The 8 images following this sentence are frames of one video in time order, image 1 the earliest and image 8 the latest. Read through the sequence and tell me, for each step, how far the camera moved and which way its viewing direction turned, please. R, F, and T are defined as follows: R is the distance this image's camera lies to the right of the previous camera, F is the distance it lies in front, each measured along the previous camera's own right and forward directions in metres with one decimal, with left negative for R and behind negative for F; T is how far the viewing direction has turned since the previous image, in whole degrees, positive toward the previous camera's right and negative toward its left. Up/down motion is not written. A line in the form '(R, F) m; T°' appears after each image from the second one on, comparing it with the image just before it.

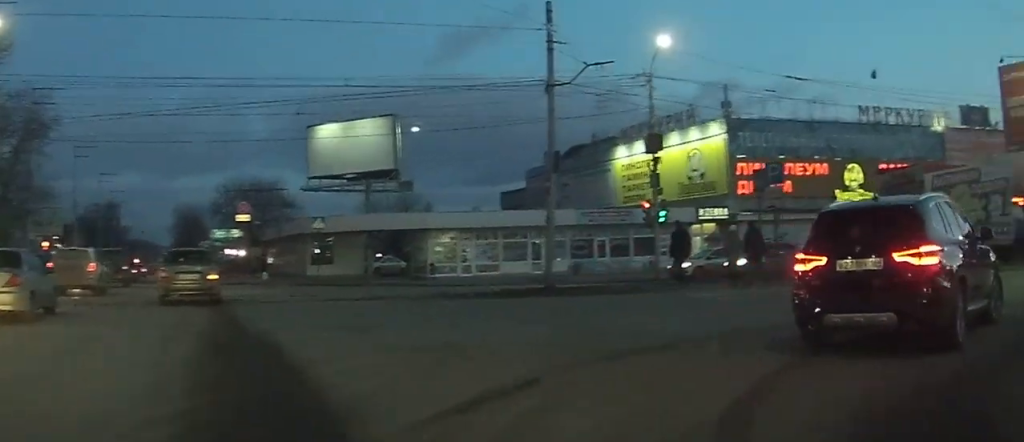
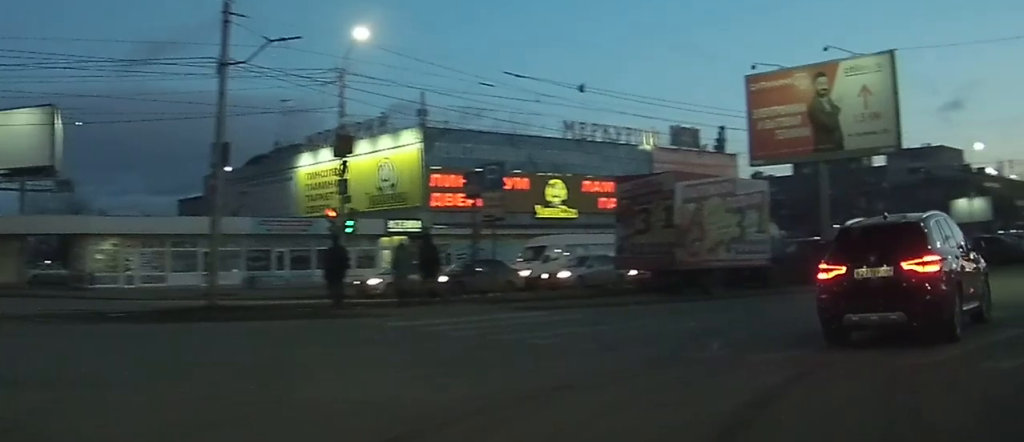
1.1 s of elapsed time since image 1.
(+0.6, +6.0) m; +14°
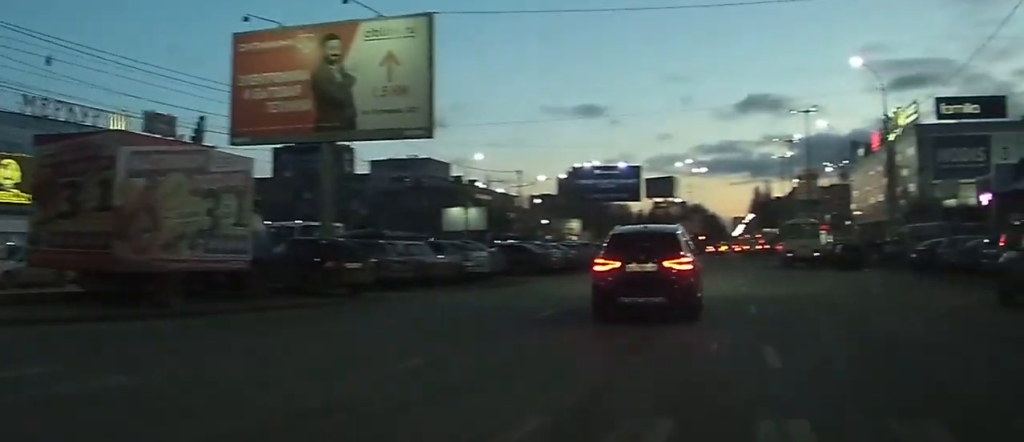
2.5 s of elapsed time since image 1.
(+1.5, +7.9) m; +27°
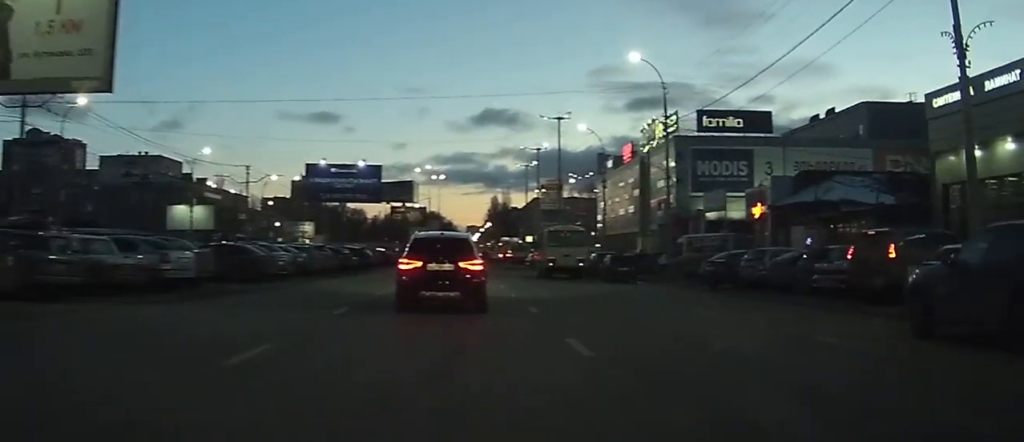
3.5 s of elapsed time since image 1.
(+1.5, +5.8) m; +20°
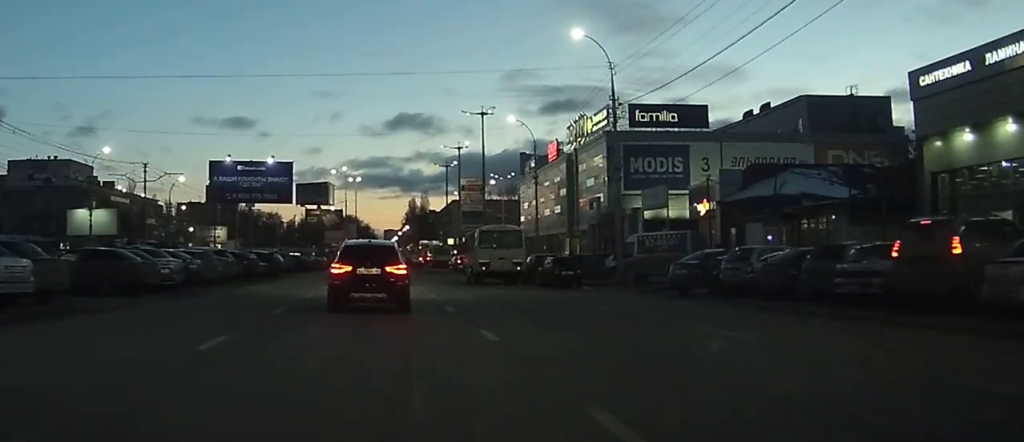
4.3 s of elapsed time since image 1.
(+0.5, +5.3) m; +8°
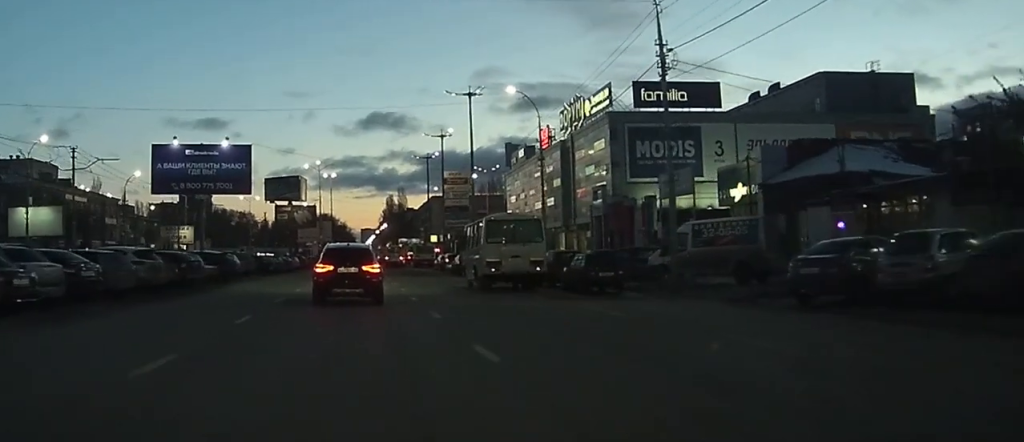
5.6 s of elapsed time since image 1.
(+0.6, +9.3) m; +6°
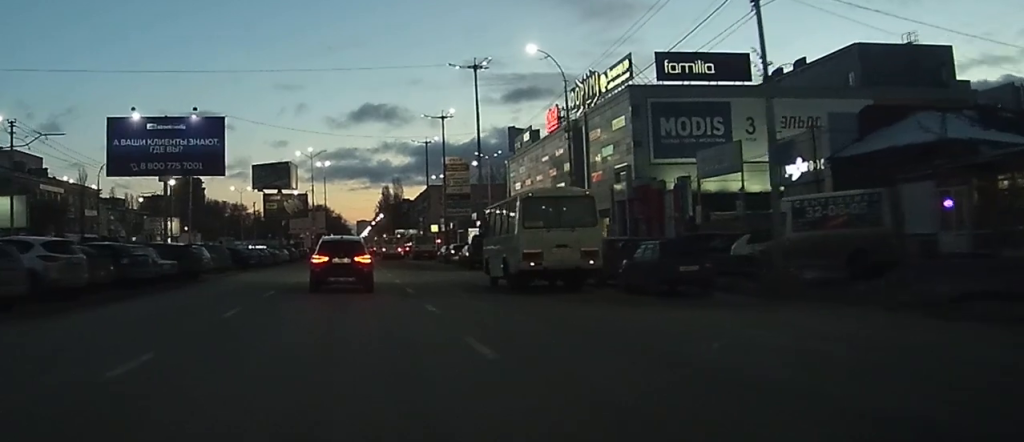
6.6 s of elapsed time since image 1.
(+0.1, +8.1) m; +1°
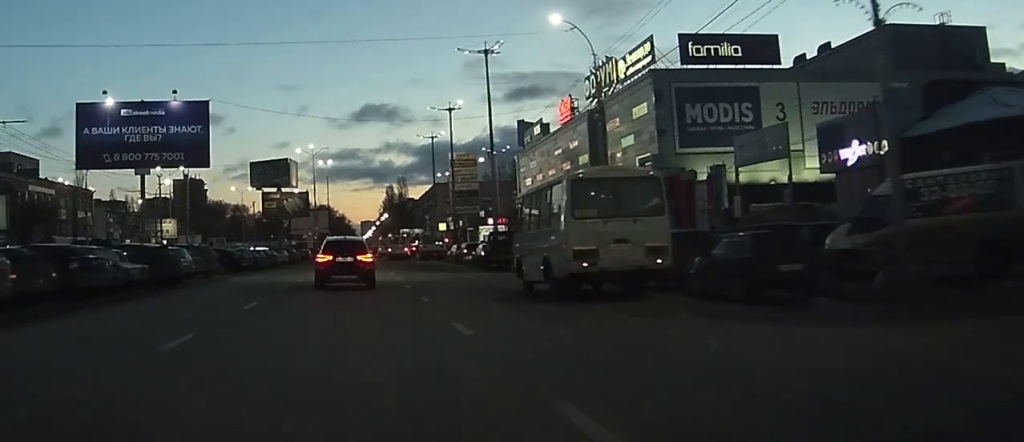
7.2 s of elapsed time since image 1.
(0.0, +5.4) m; 0°
